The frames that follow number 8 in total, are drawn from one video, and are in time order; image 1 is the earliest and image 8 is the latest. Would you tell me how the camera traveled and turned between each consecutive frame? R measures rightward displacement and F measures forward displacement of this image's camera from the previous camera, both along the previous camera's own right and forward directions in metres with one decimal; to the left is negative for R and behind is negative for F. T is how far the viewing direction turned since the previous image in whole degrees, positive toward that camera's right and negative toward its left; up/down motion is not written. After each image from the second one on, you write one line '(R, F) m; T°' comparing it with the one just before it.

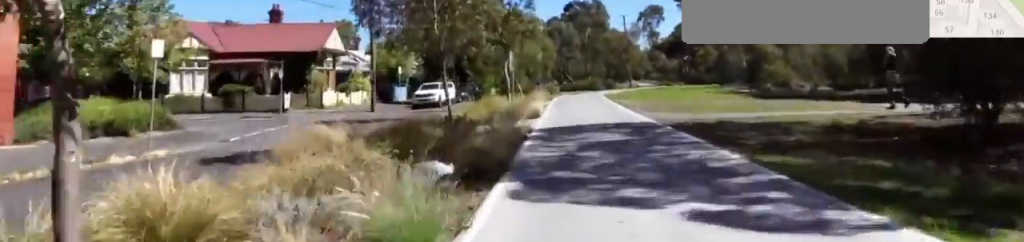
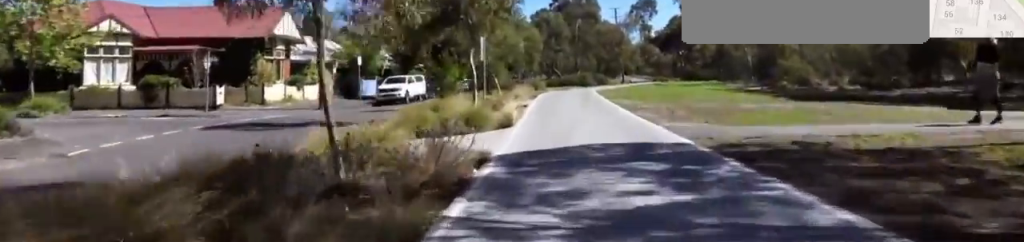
(+1.0, +5.7) m; +1°
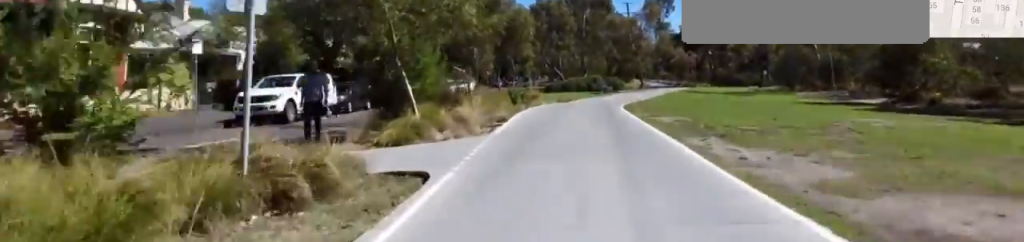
(-0.5, +15.7) m; -2°
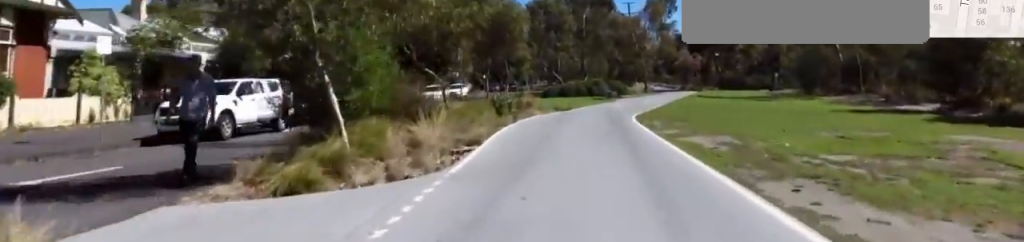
(-0.2, +3.8) m; +1°
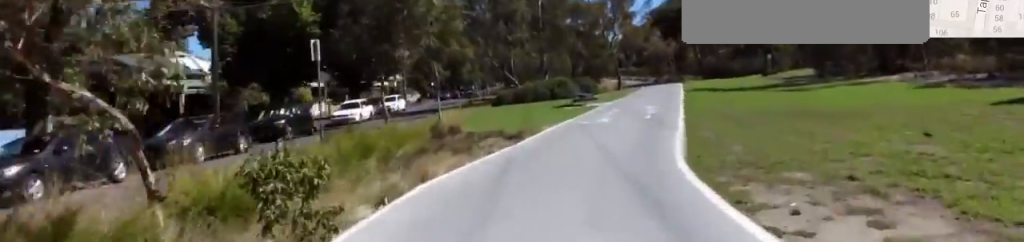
(+0.2, +10.5) m; +8°
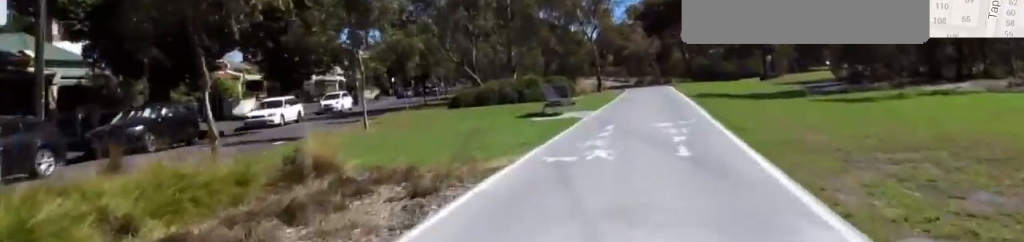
(+0.5, +6.9) m; +3°
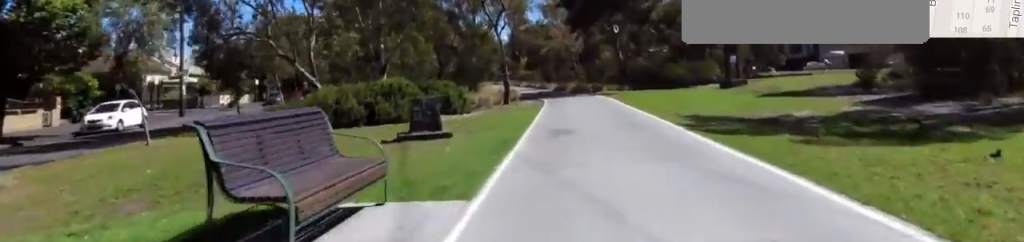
(-0.3, +13.3) m; -2°
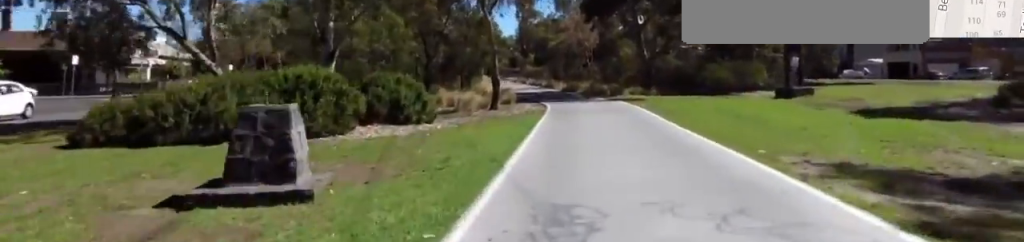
(0.0, +7.7) m; +1°
